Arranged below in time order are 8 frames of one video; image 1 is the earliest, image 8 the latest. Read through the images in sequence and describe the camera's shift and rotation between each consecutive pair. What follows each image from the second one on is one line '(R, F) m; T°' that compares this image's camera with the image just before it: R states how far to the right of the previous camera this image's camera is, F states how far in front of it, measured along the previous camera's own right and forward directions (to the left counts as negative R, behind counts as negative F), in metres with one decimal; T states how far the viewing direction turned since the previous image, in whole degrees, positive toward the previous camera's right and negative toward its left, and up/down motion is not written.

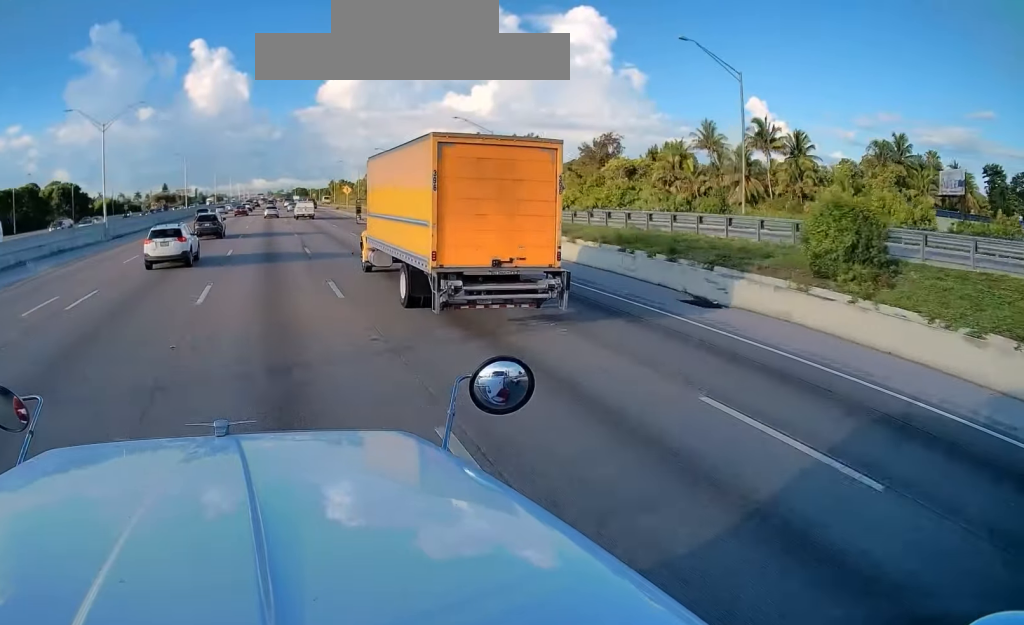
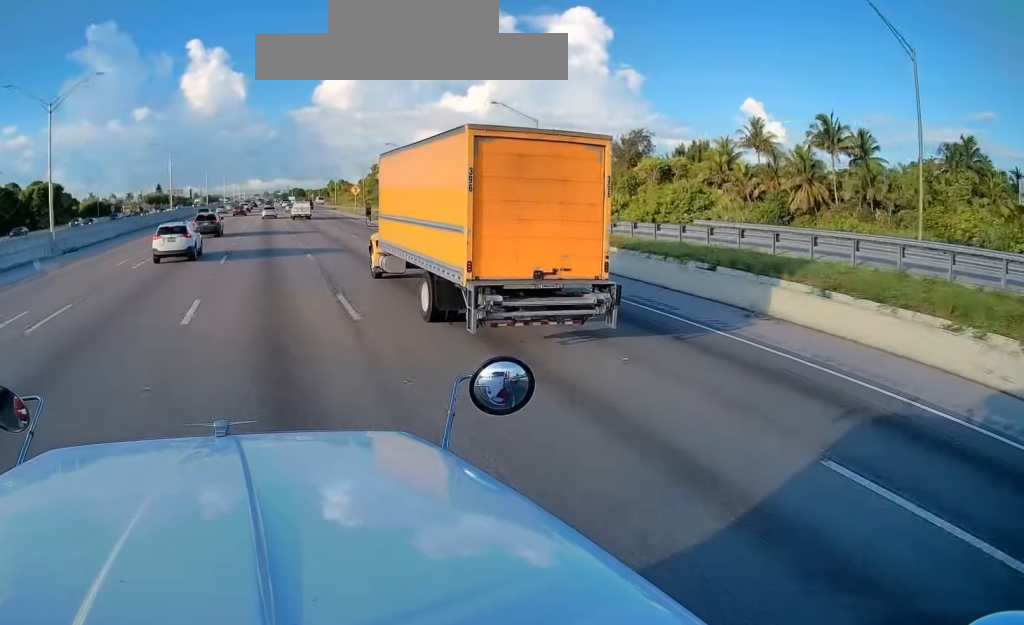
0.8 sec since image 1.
(-0.1, +17.3) m; 0°
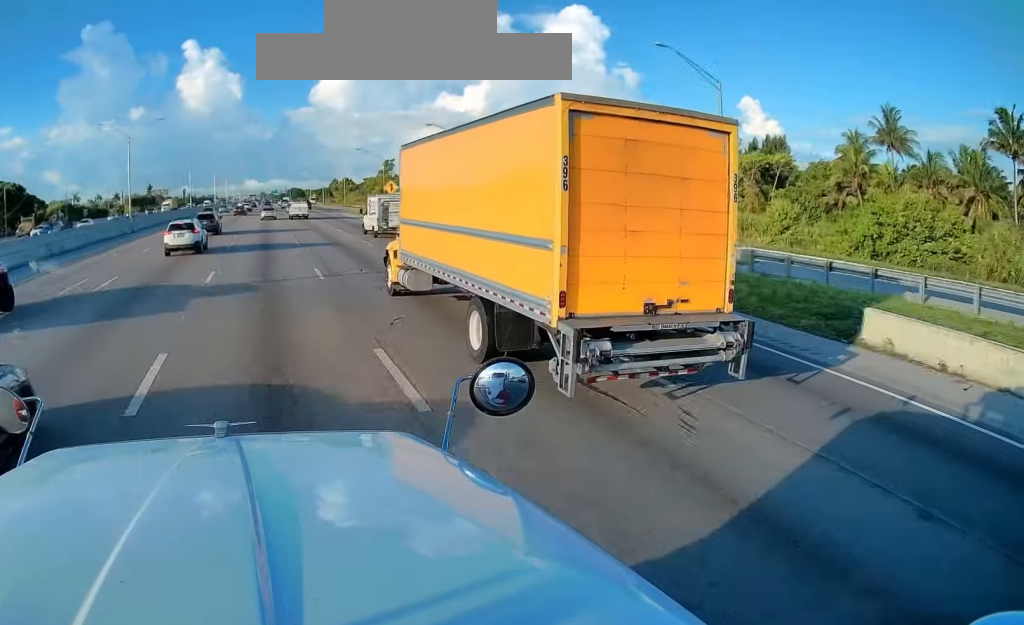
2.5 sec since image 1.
(0.0, +36.0) m; 0°
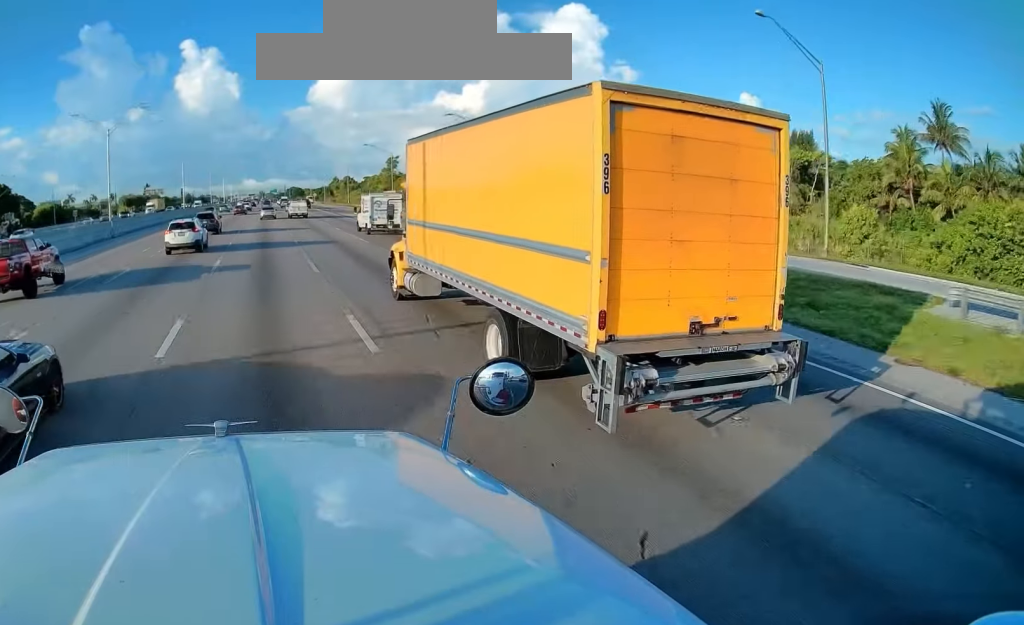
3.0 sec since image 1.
(0.0, +10.3) m; 0°
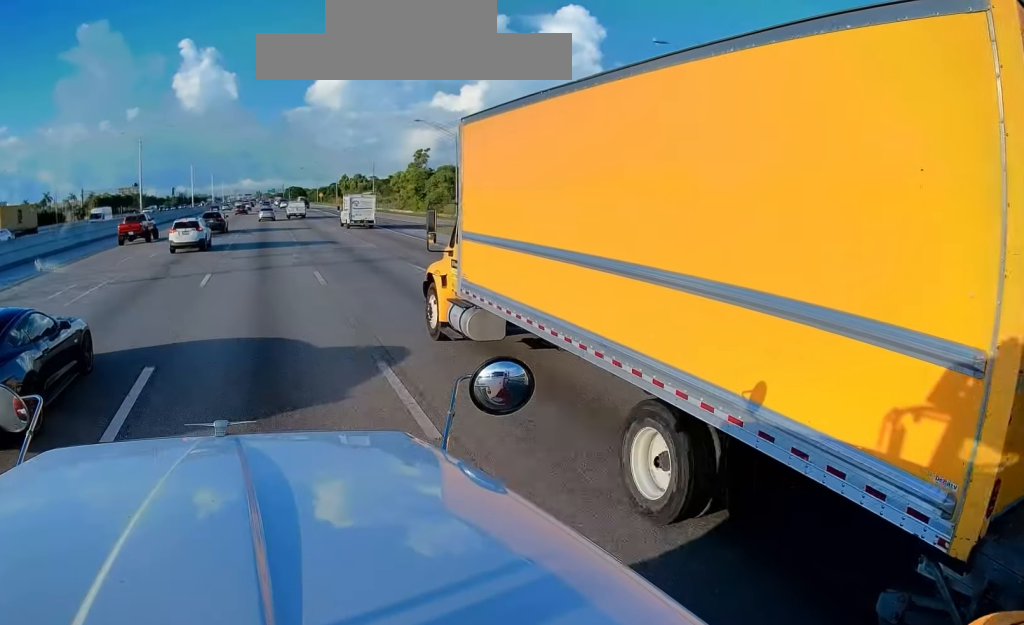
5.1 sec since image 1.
(-0.1, +44.2) m; 0°
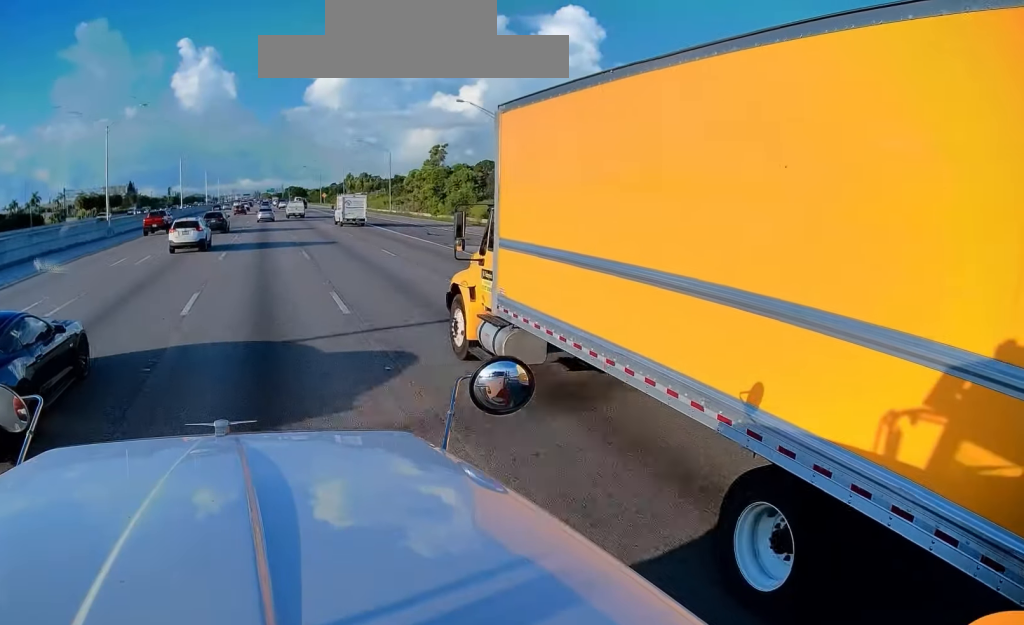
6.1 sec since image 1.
(+0.1, +18.0) m; +1°
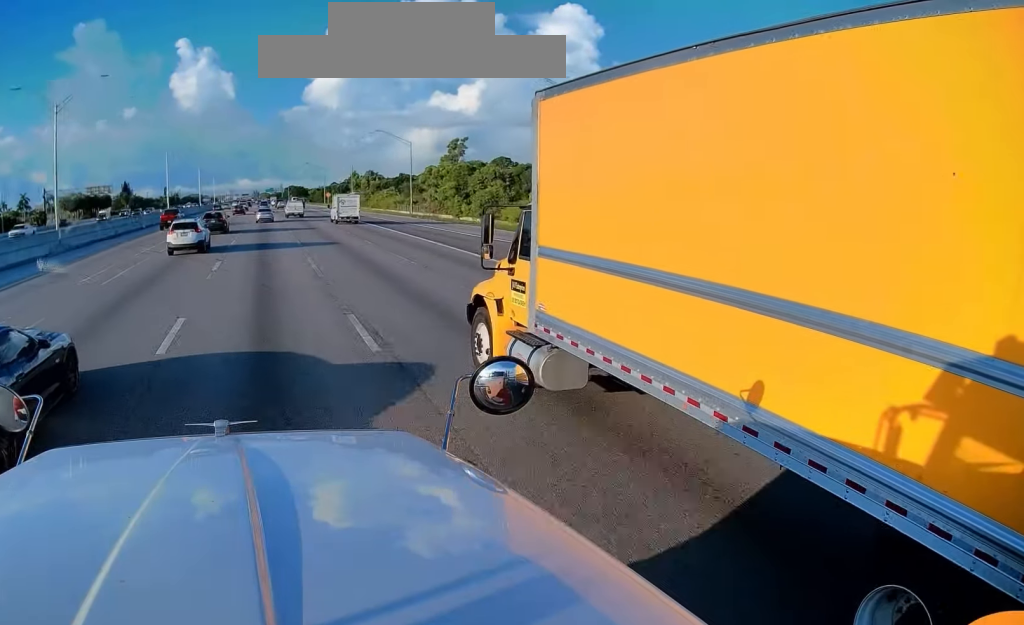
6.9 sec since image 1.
(+0.1, +16.5) m; 0°
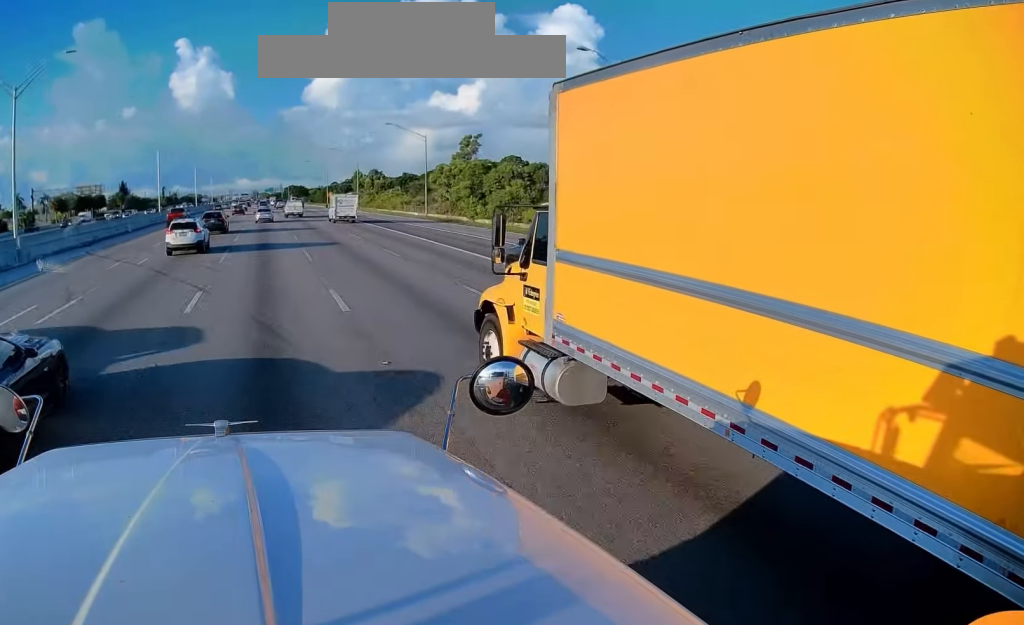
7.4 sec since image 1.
(0.0, +8.8) m; 0°
